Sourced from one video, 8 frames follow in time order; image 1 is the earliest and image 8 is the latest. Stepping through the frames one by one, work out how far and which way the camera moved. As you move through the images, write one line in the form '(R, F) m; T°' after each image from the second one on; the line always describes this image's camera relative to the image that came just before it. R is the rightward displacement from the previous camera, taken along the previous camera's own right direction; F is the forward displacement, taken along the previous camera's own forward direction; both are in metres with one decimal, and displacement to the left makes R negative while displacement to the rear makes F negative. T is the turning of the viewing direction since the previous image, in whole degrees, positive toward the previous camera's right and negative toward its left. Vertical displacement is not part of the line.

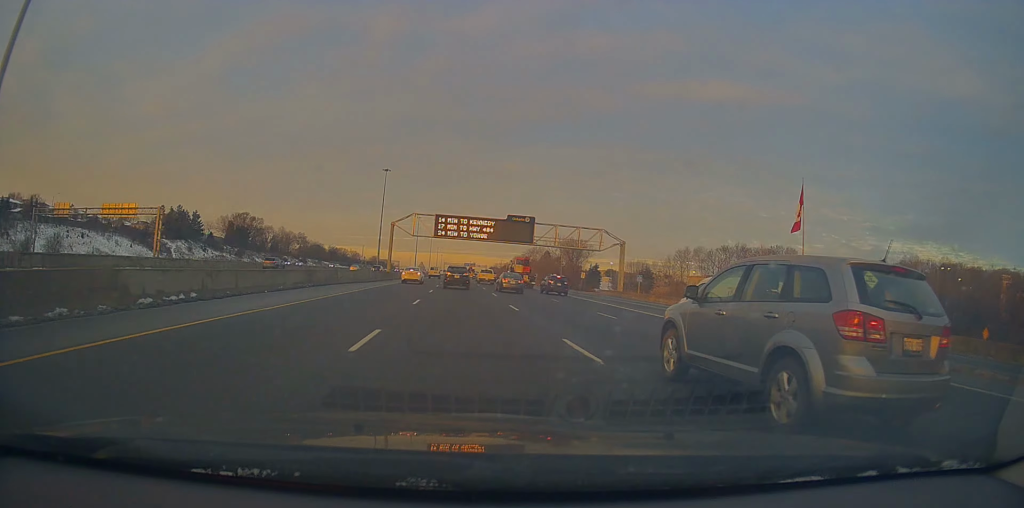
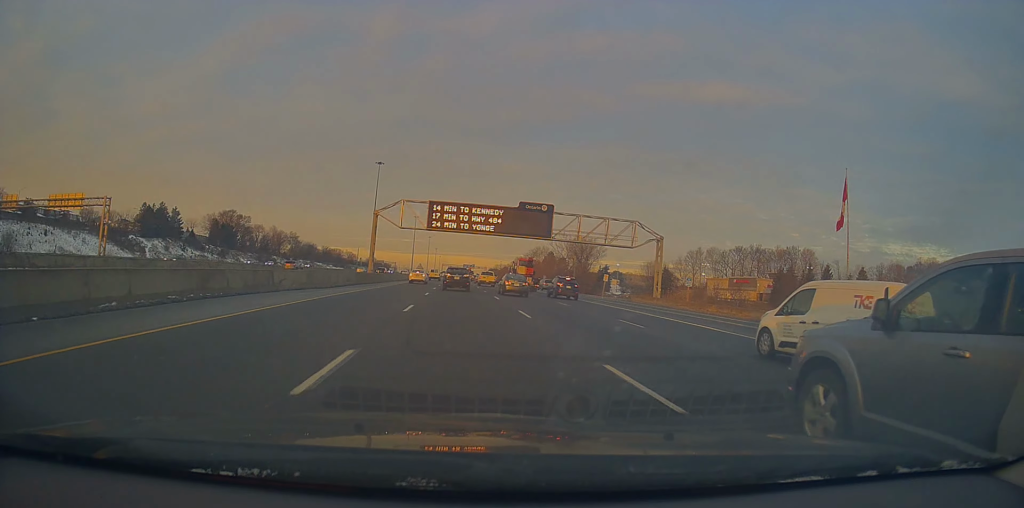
(-0.3, +15.0) m; 0°
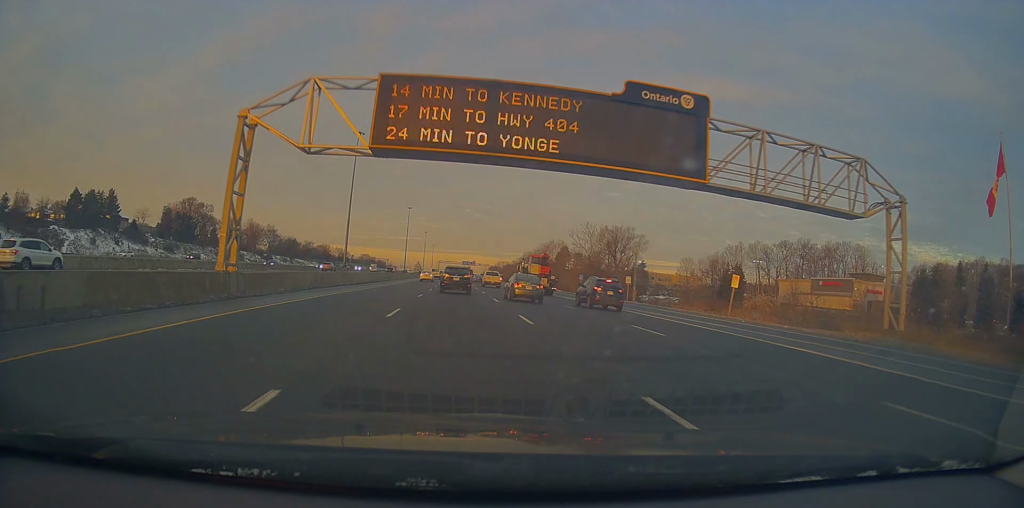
(-0.3, +38.3) m; -2°
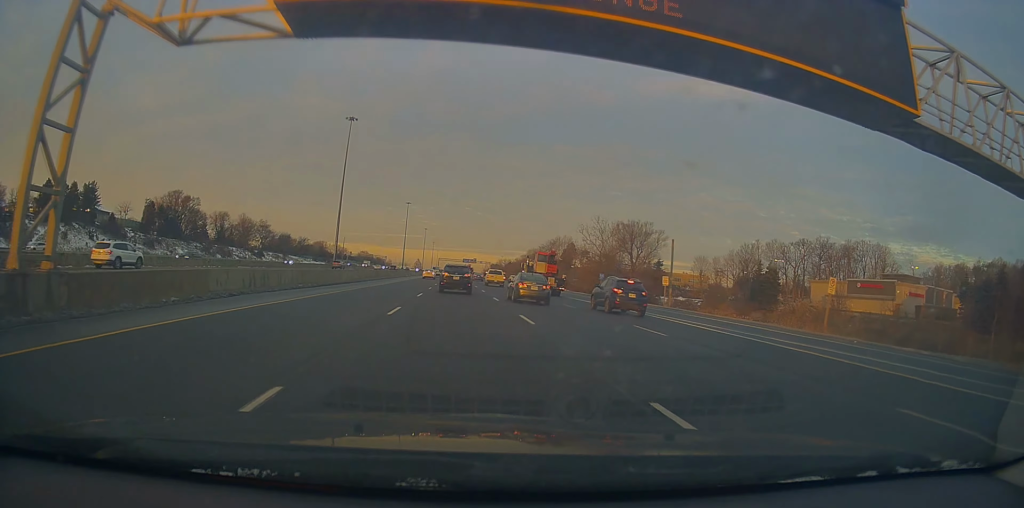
(-0.6, +12.6) m; 0°
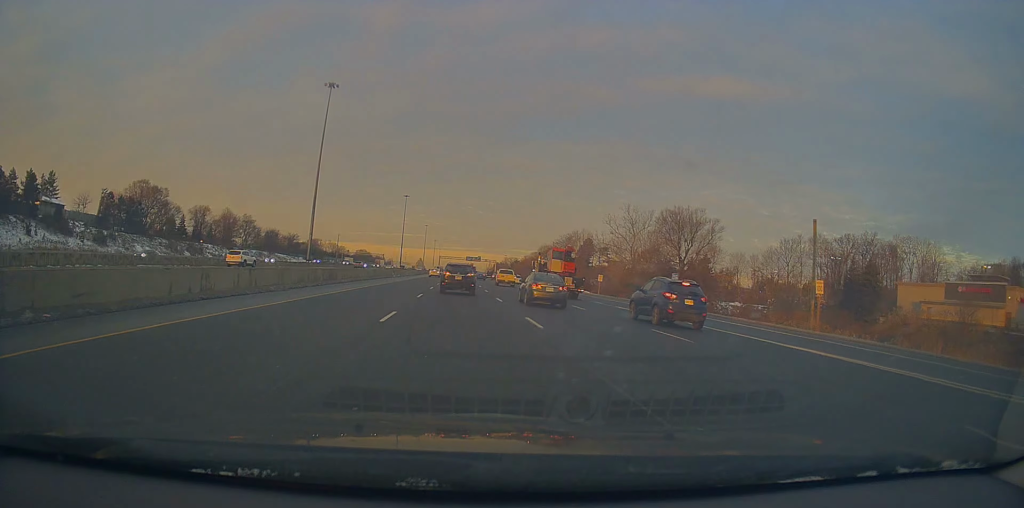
(+0.8, +26.2) m; +1°
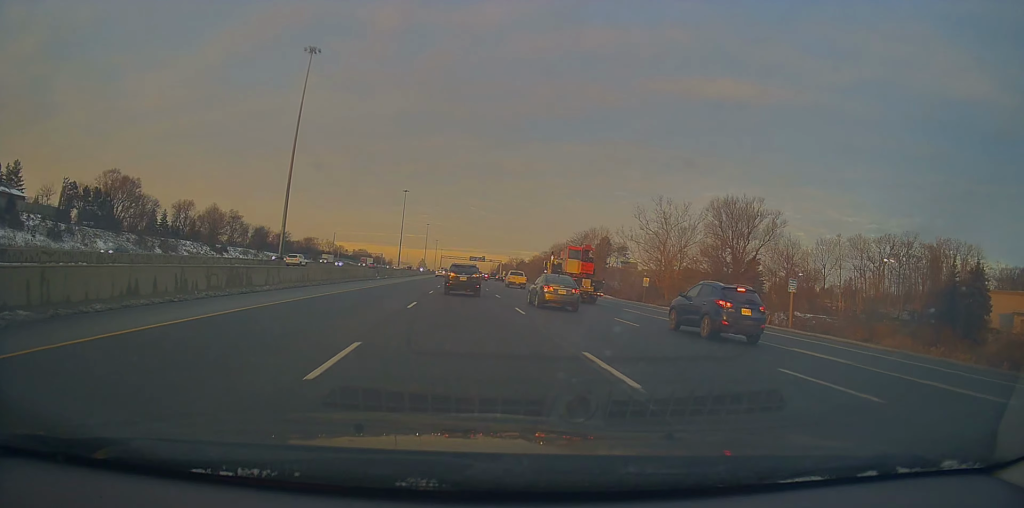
(-0.2, +19.5) m; 0°
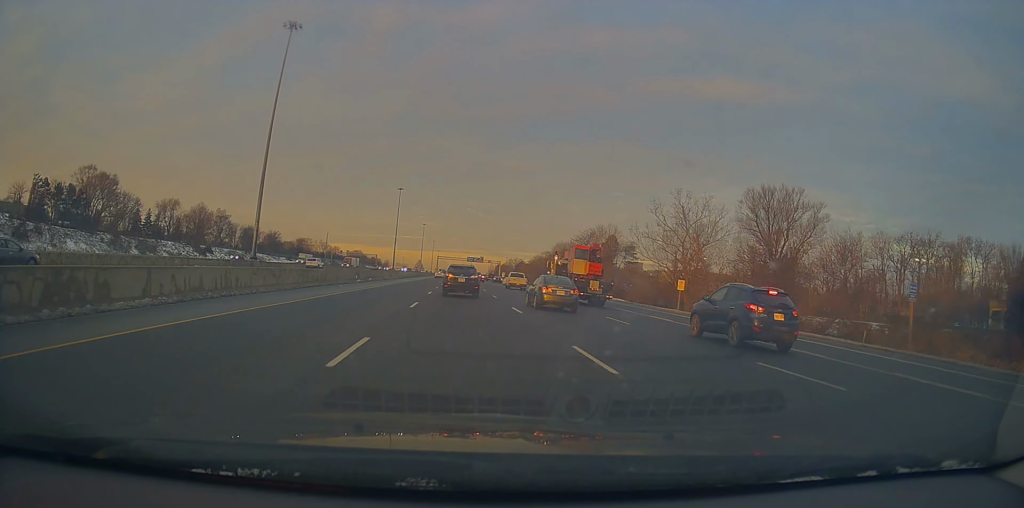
(+0.2, +11.2) m; +1°
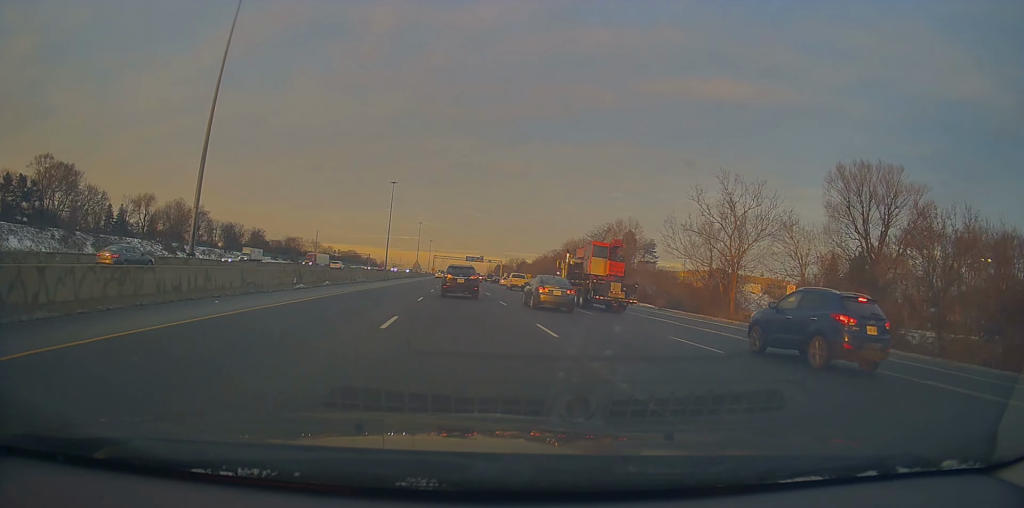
(-0.2, +19.0) m; 0°
